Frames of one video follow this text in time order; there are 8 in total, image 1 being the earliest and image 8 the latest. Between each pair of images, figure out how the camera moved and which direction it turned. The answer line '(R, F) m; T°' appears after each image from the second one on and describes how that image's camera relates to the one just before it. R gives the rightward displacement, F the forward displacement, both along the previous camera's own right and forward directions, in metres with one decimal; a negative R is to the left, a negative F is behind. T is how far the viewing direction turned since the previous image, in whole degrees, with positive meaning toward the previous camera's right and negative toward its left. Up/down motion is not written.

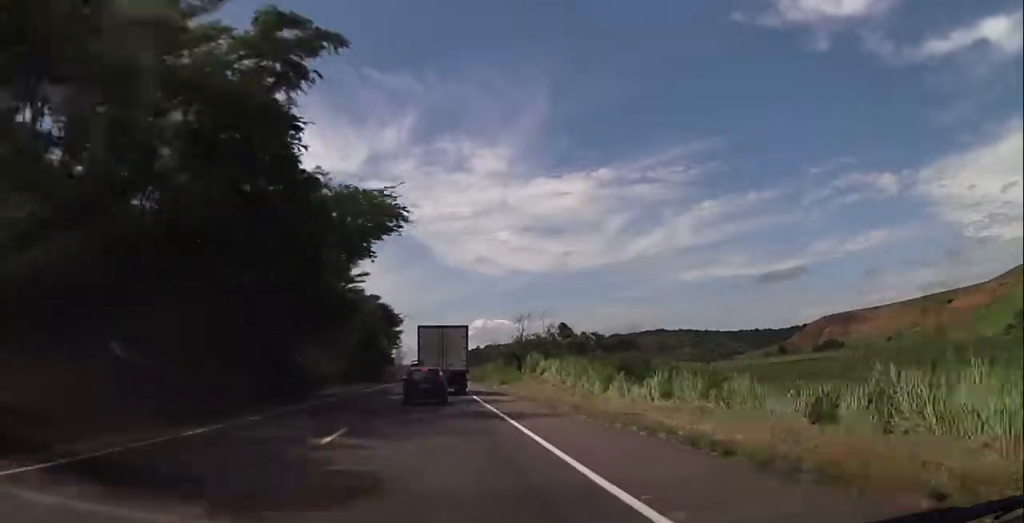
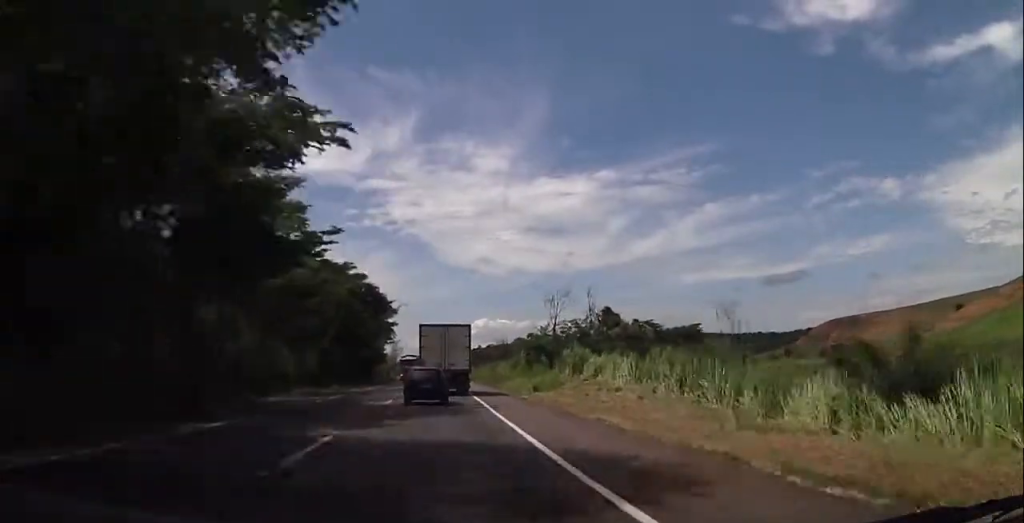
(+0.2, +19.7) m; +1°
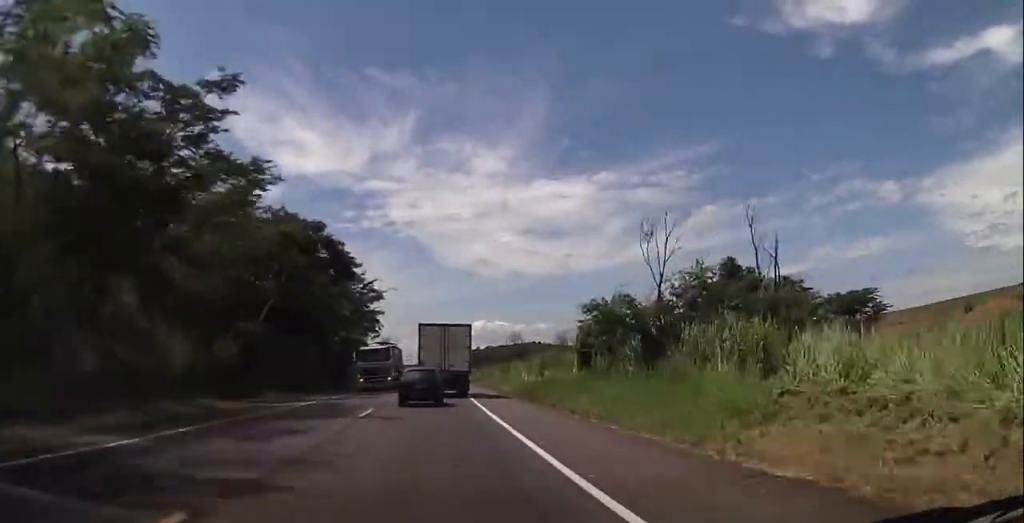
(+0.2, +25.0) m; 0°
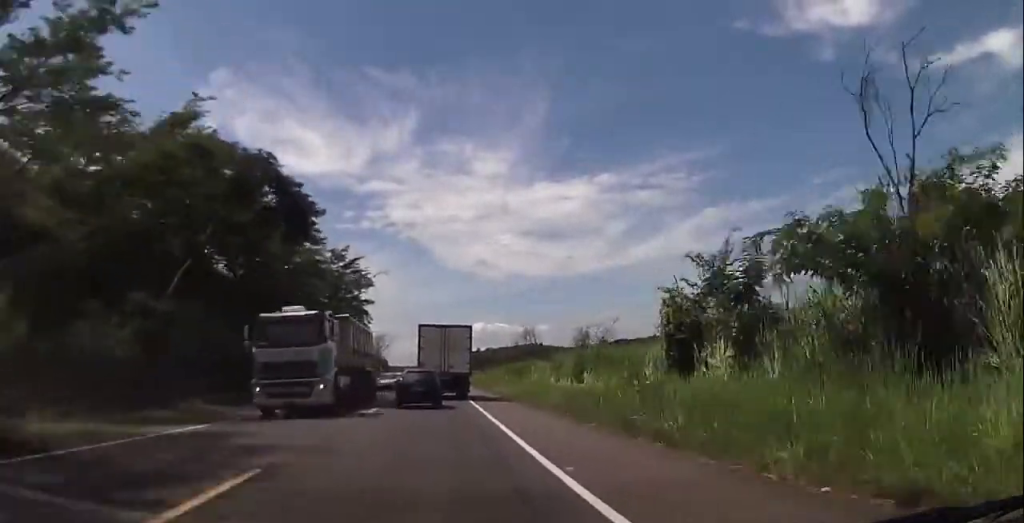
(0.0, +15.1) m; -1°
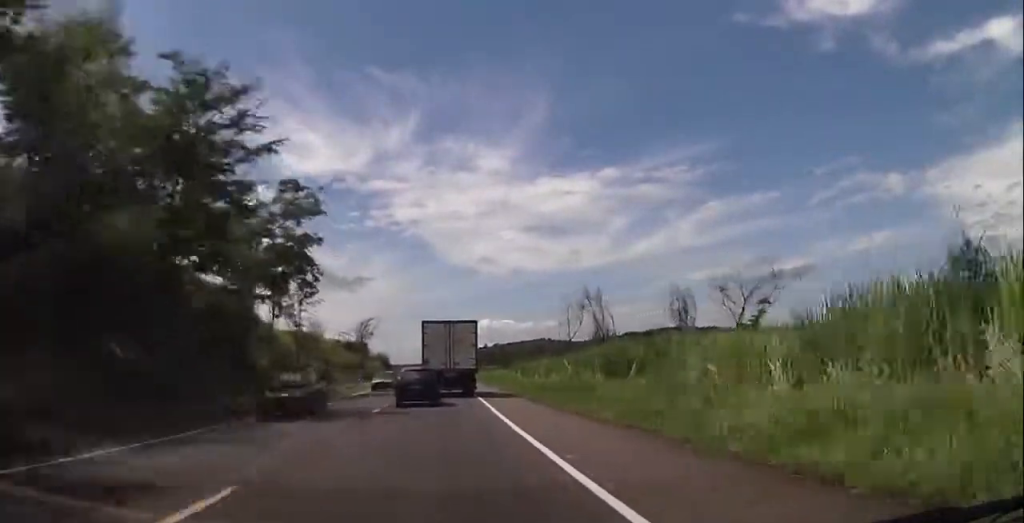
(-0.3, +37.2) m; 0°
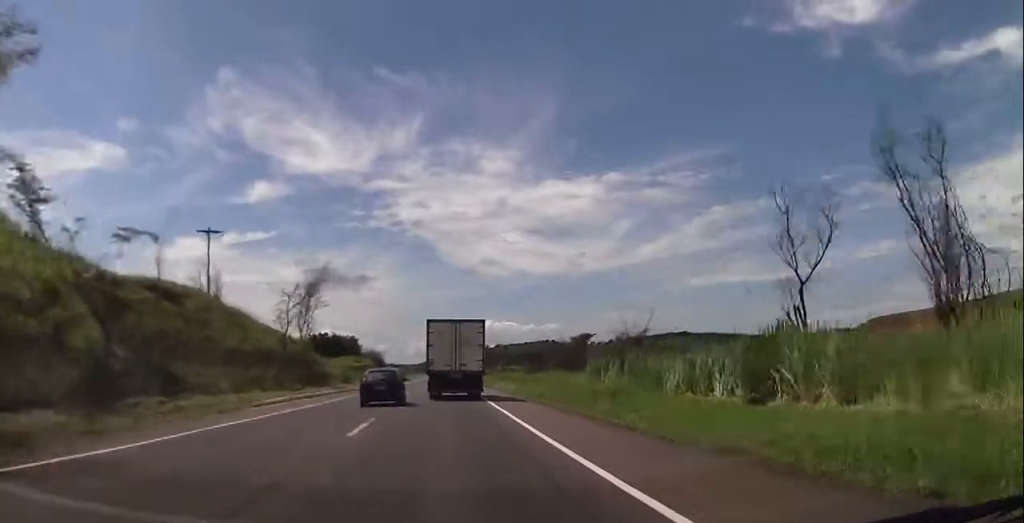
(+0.5, +42.2) m; +1°
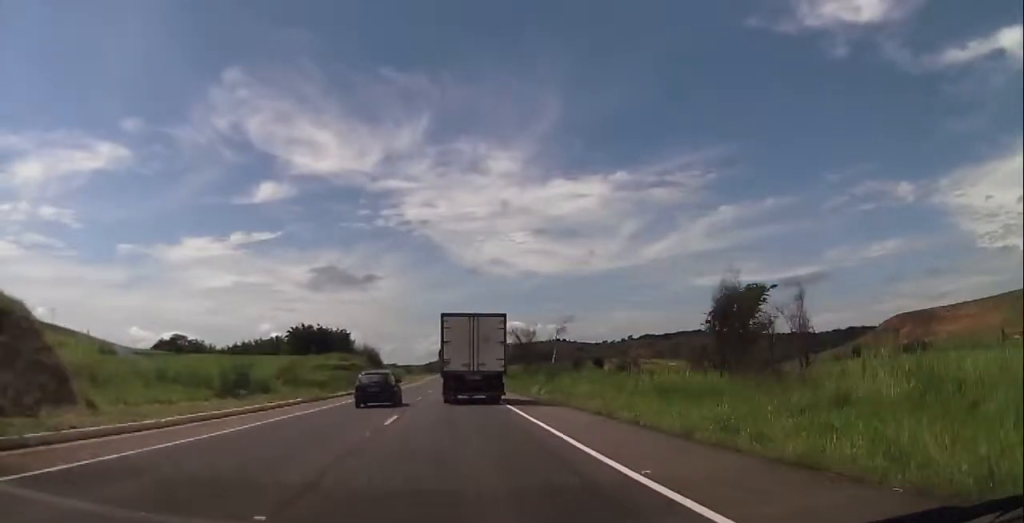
(-0.8, +48.8) m; -2°
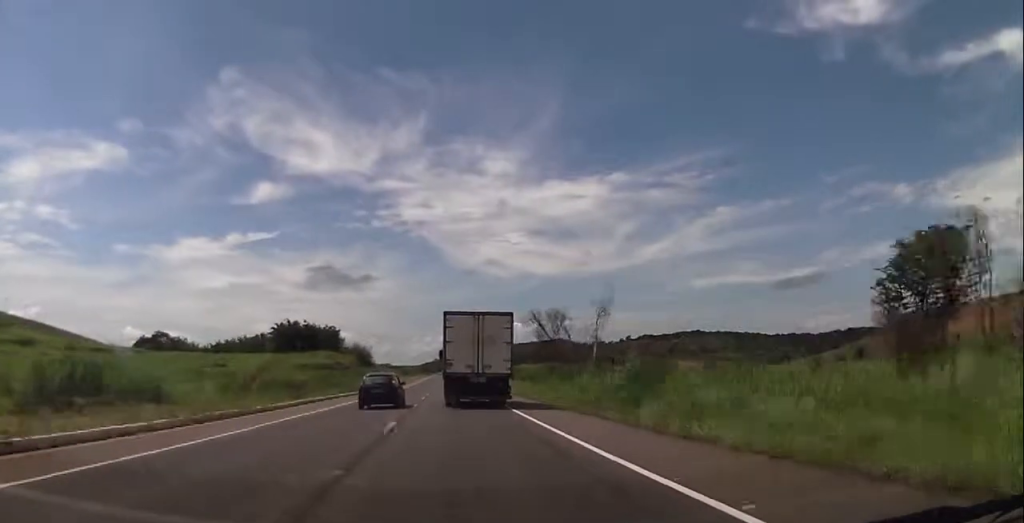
(-0.1, +18.1) m; 0°
